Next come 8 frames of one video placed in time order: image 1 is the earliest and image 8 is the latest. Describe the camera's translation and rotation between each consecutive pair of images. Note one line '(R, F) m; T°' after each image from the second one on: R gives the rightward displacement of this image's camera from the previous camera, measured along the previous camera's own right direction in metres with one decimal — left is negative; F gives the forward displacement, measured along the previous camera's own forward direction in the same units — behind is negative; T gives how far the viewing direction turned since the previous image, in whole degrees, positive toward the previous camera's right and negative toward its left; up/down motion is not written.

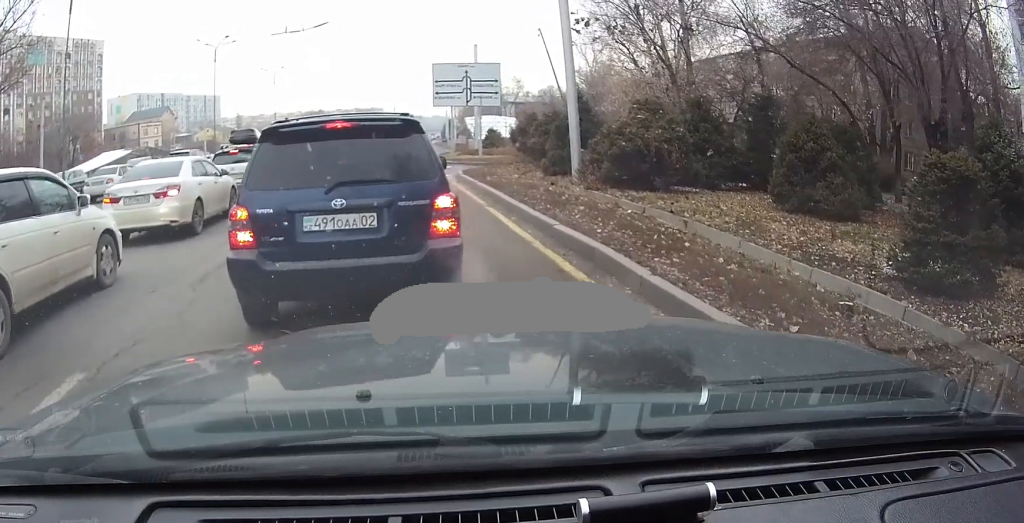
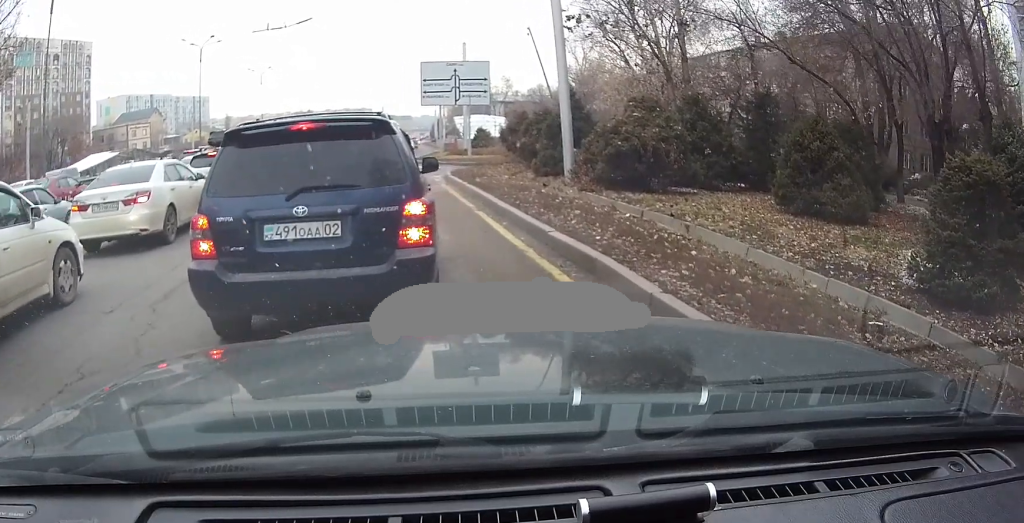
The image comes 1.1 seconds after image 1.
(+0.1, +0.5) m; 0°
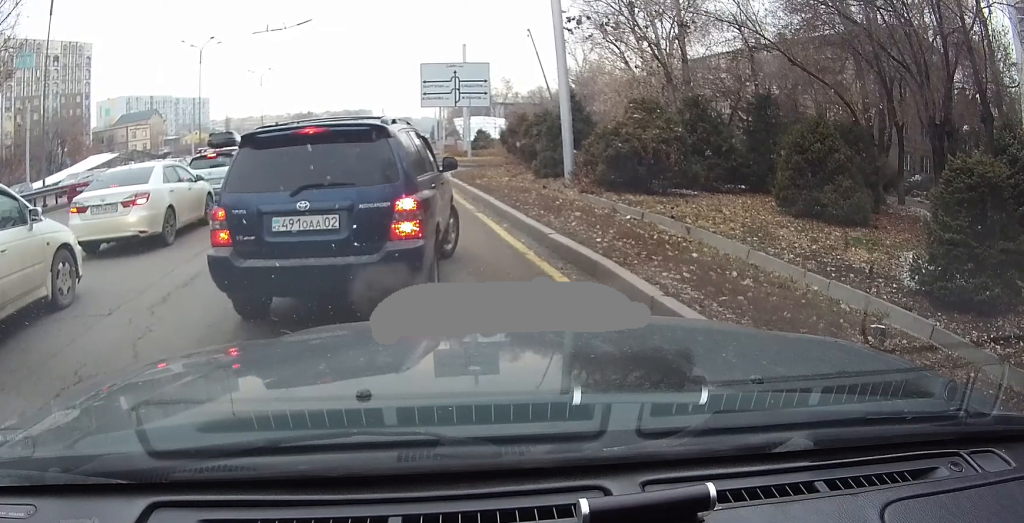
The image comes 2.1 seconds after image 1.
(0.0, +0.2) m; 0°
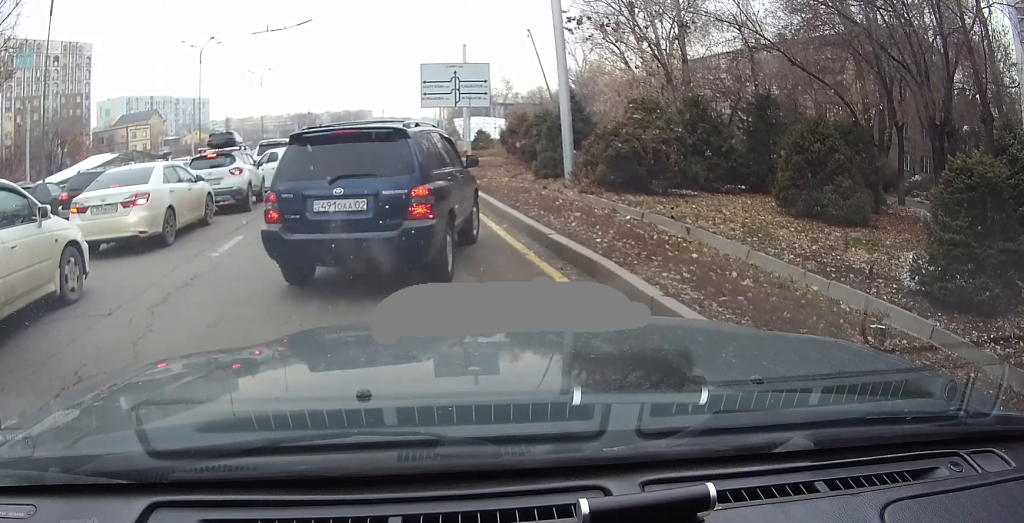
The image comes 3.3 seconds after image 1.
(0.0, +0.2) m; 0°
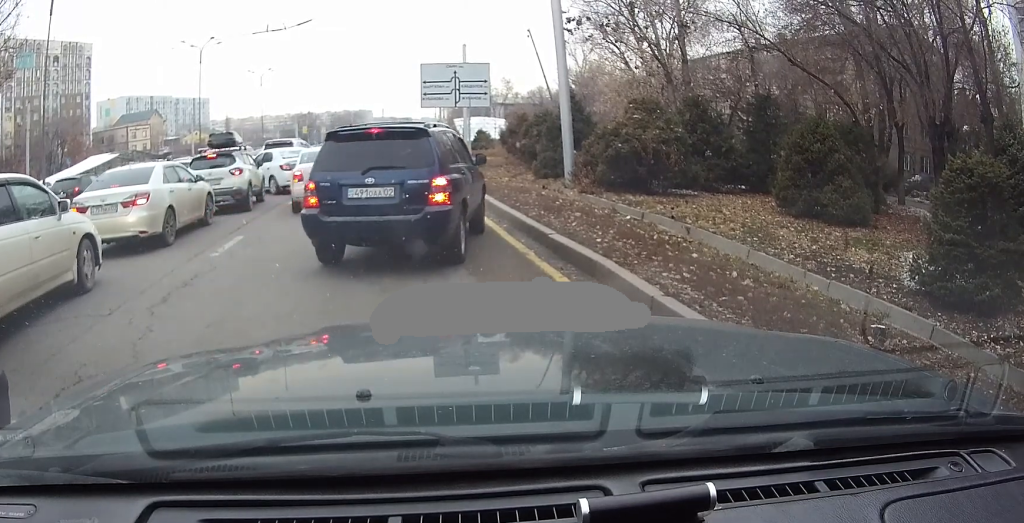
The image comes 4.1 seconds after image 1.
(+0.1, +0.2) m; 0°
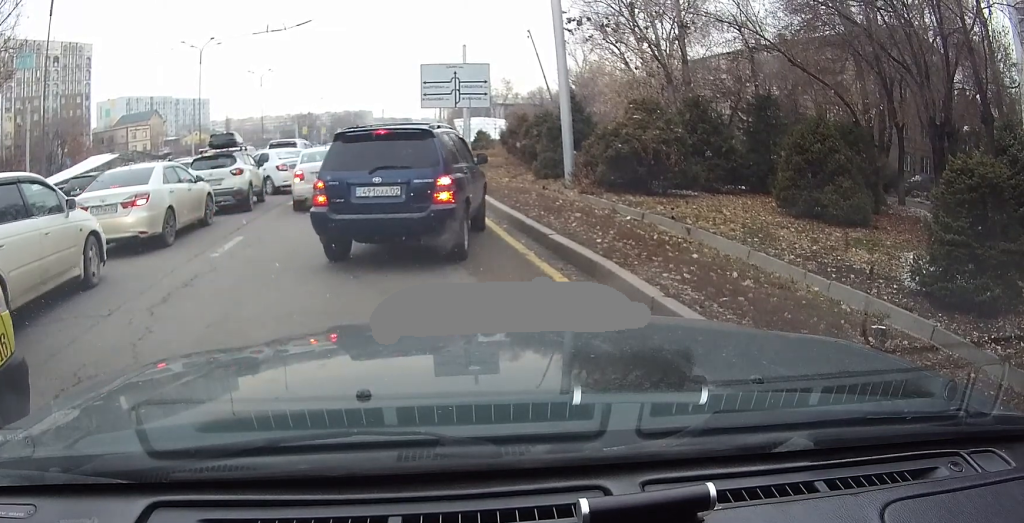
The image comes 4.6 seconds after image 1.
(+0.1, +0.1) m; 0°
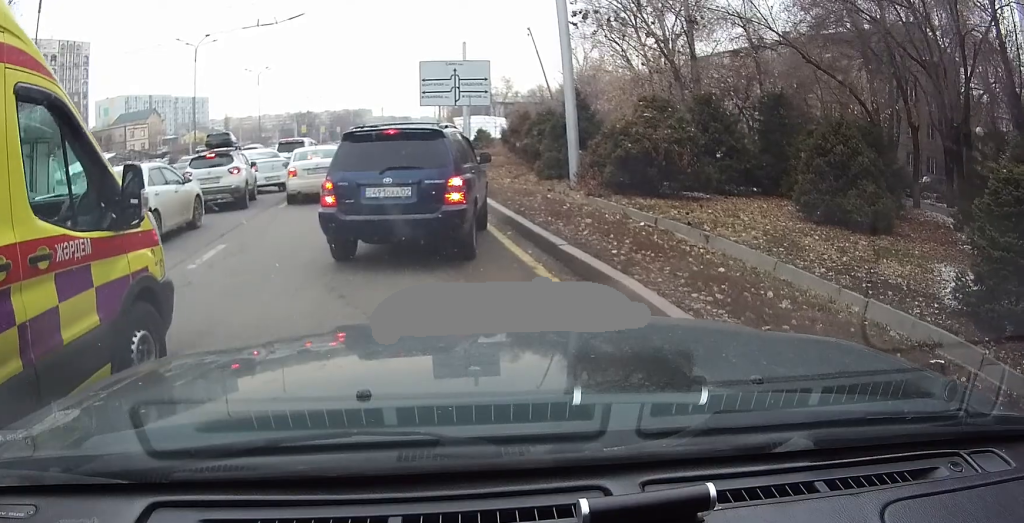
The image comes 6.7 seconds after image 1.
(+0.5, +1.3) m; 0°
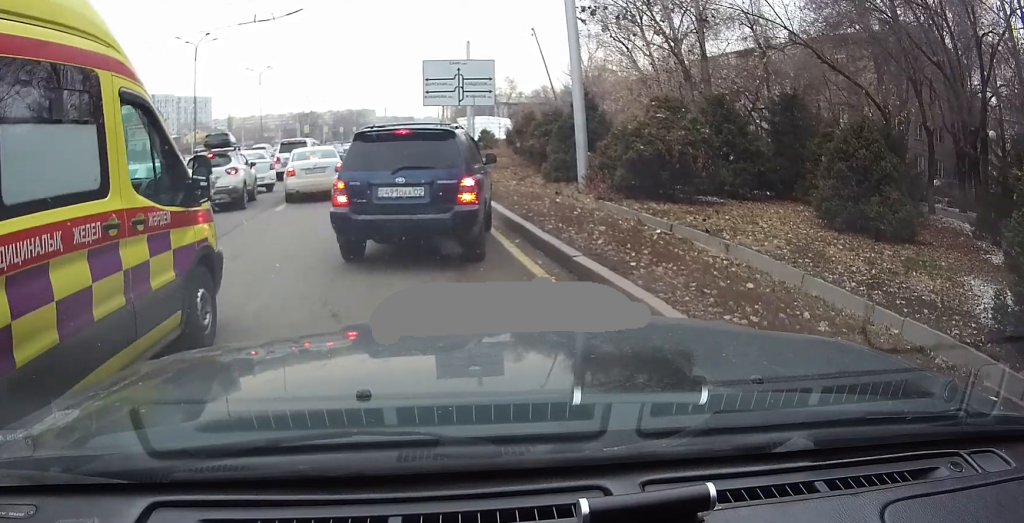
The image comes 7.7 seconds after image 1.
(+0.1, +1.0) m; 0°
